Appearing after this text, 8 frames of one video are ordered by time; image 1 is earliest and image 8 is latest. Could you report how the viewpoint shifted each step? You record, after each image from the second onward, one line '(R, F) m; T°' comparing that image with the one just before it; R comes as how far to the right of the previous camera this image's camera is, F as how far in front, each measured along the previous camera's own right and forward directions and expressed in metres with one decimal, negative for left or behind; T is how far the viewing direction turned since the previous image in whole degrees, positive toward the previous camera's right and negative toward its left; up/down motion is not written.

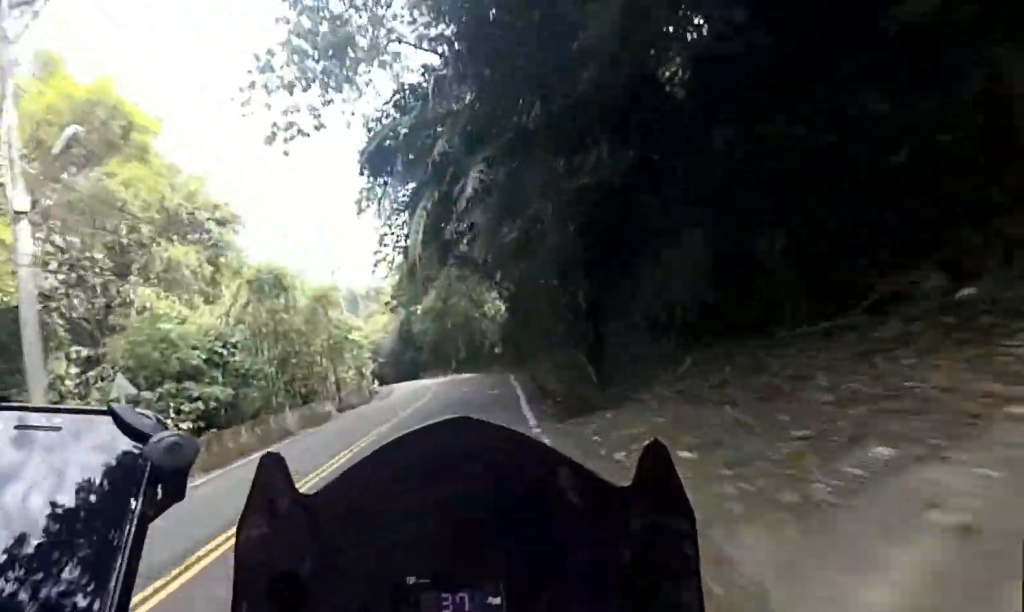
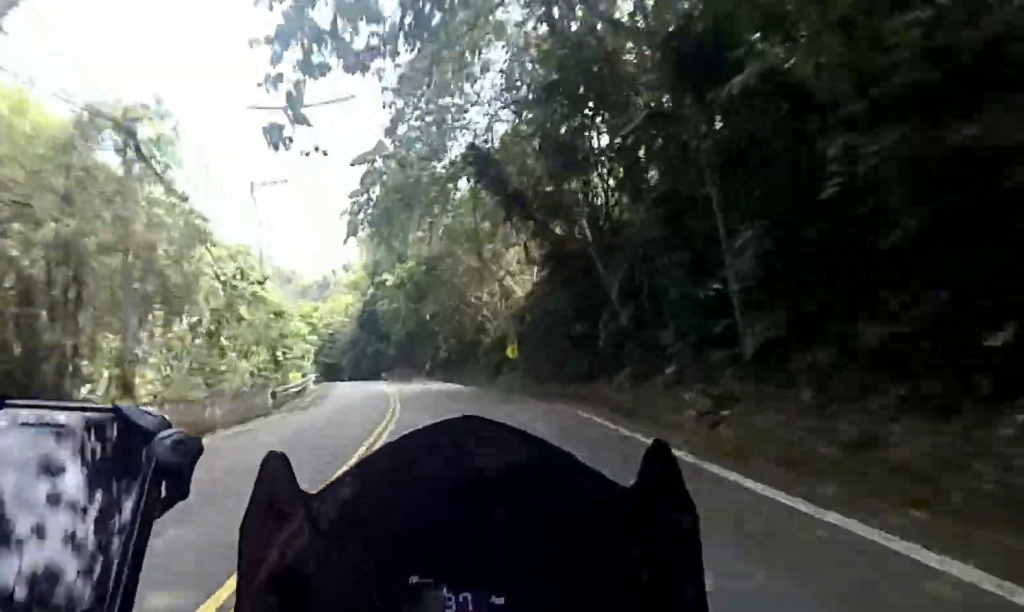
(+0.1, +18.6) m; -2°
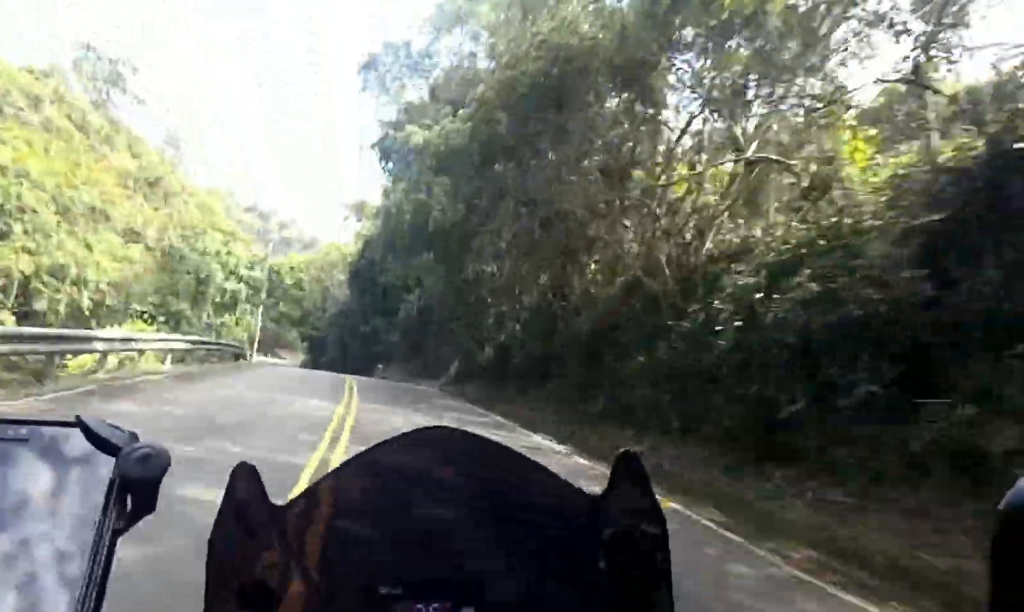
(-0.9, +22.9) m; -7°
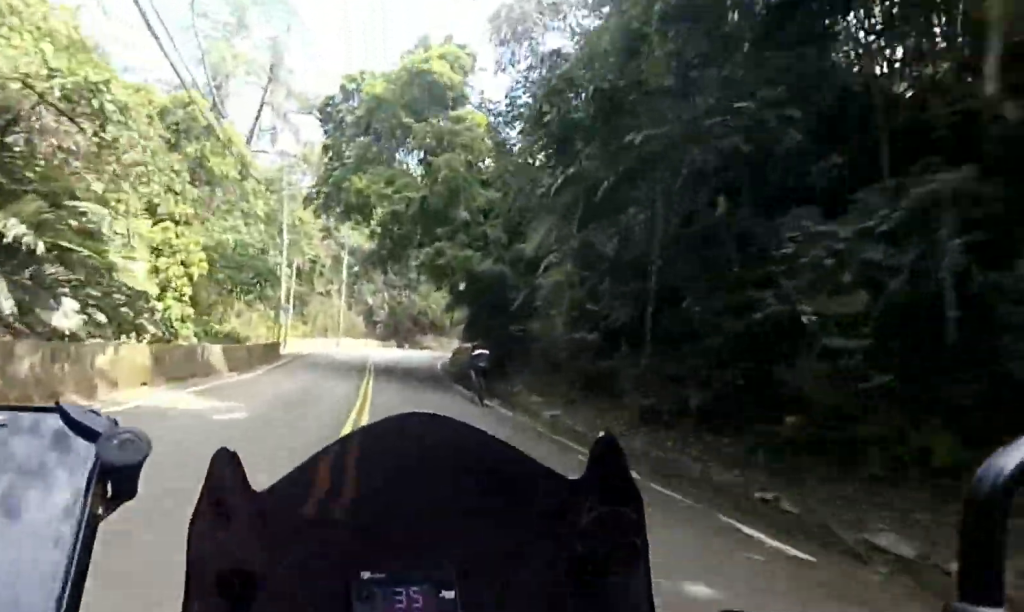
(-5.8, +50.4) m; -8°
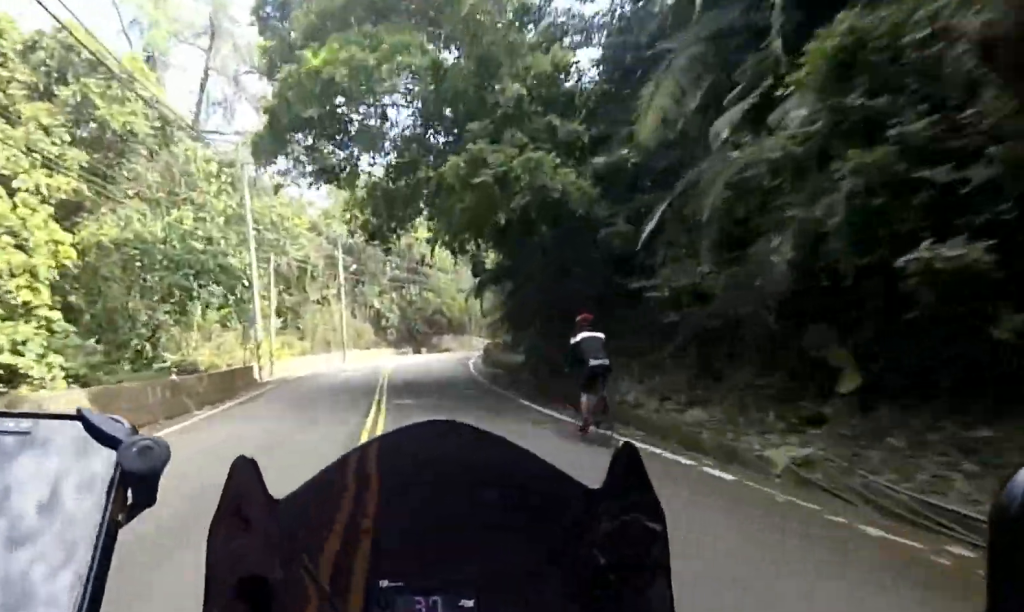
(-0.6, +8.9) m; 0°
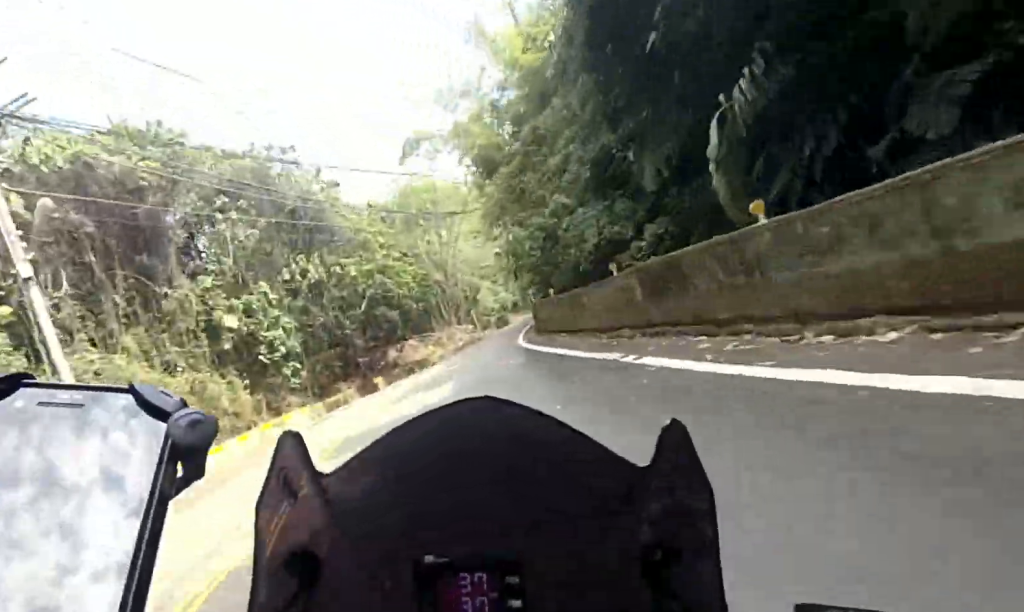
(+5.8, +34.0) m; +17°
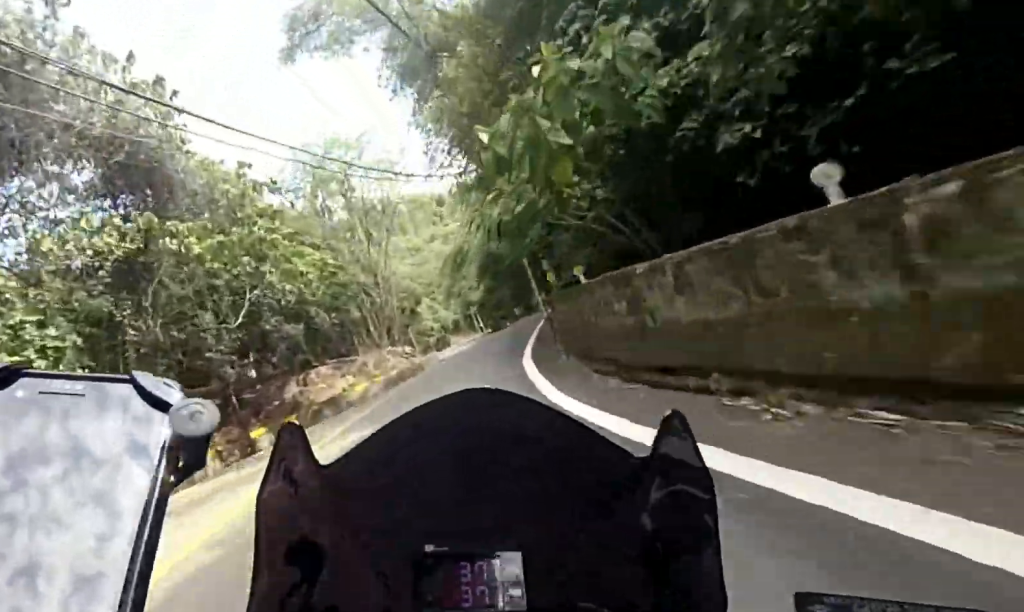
(+0.6, +12.9) m; +2°
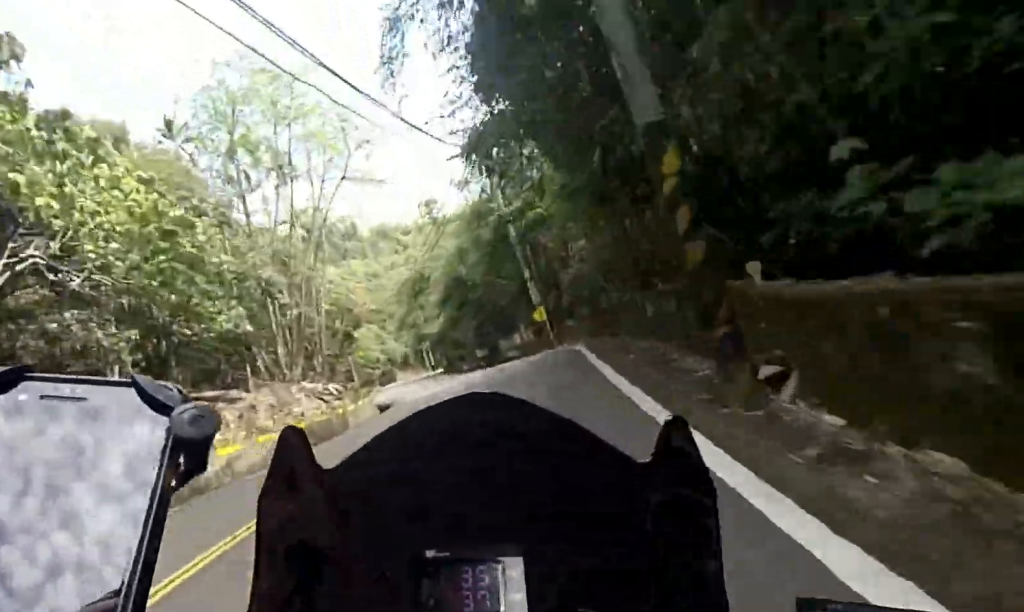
(+0.6, +11.3) m; -1°
